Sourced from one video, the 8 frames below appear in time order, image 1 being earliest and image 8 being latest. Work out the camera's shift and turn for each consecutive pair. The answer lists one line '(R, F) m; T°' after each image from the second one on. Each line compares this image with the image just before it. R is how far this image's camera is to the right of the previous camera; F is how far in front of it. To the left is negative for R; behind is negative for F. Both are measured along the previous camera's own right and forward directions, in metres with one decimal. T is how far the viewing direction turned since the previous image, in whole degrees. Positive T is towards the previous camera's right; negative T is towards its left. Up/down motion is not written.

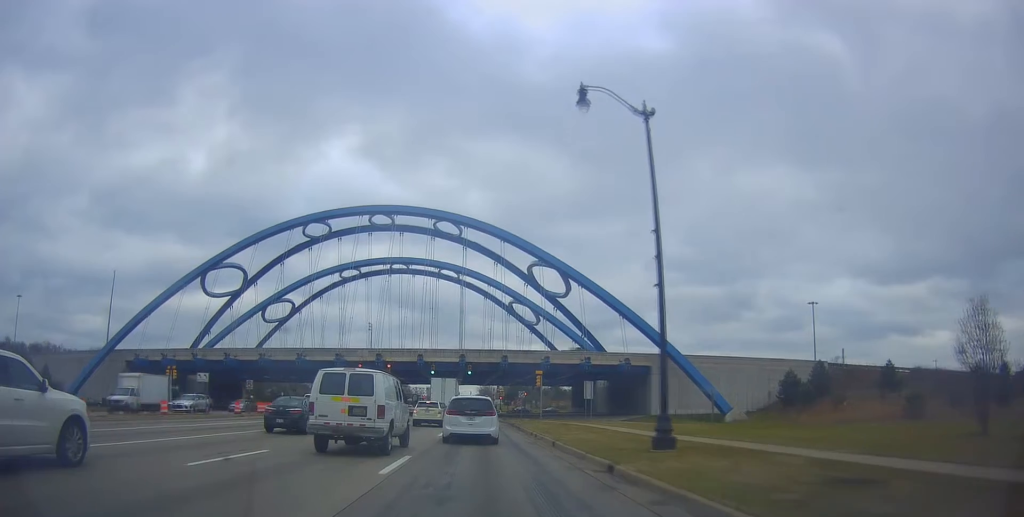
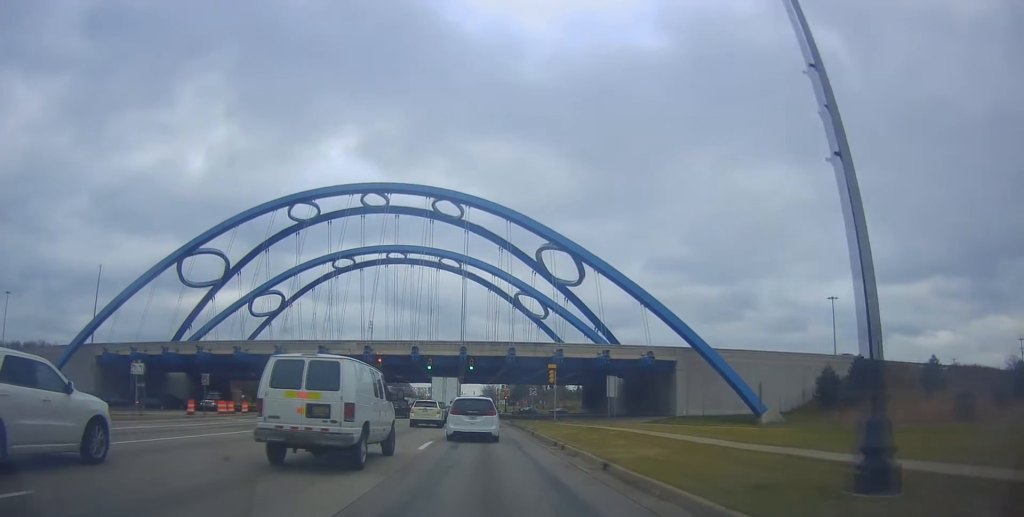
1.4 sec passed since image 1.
(-0.2, +7.4) m; +2°
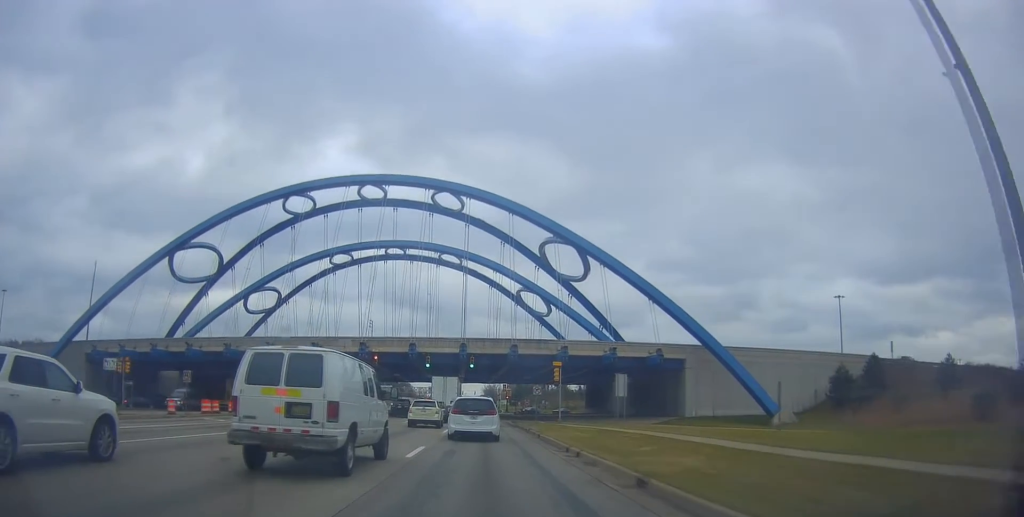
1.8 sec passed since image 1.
(+0.1, +2.6) m; +1°
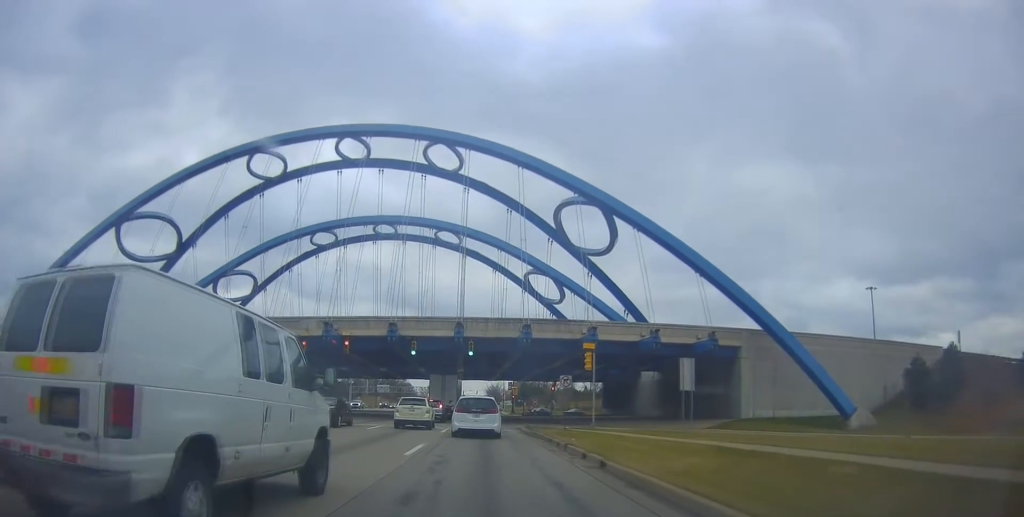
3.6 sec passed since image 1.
(+0.3, +13.4) m; +1°
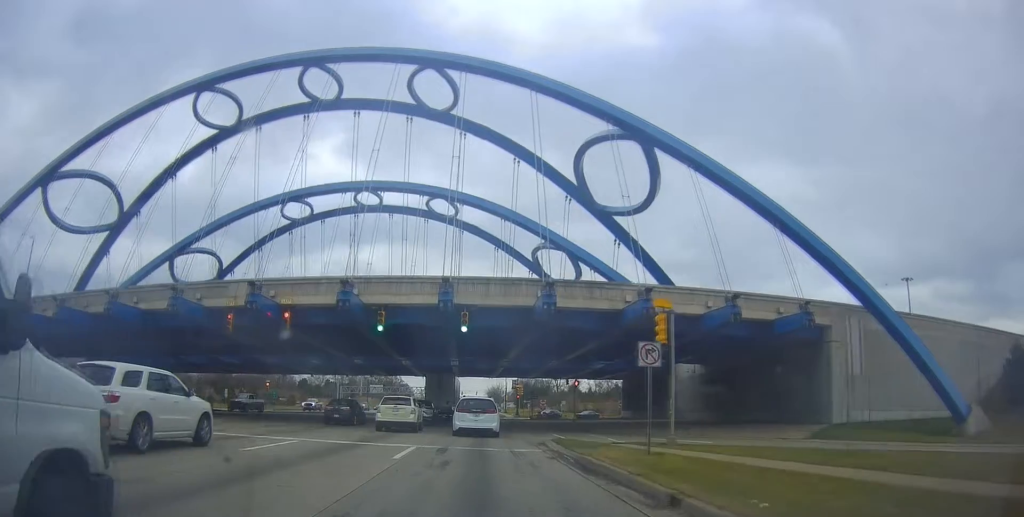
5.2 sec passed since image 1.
(0.0, +15.2) m; 0°
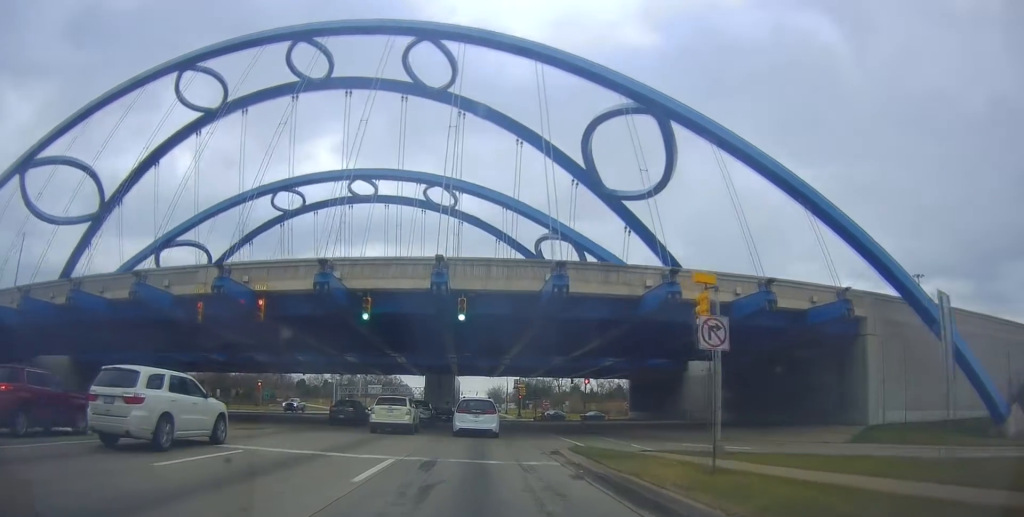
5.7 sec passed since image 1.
(0.0, +4.4) m; 0°
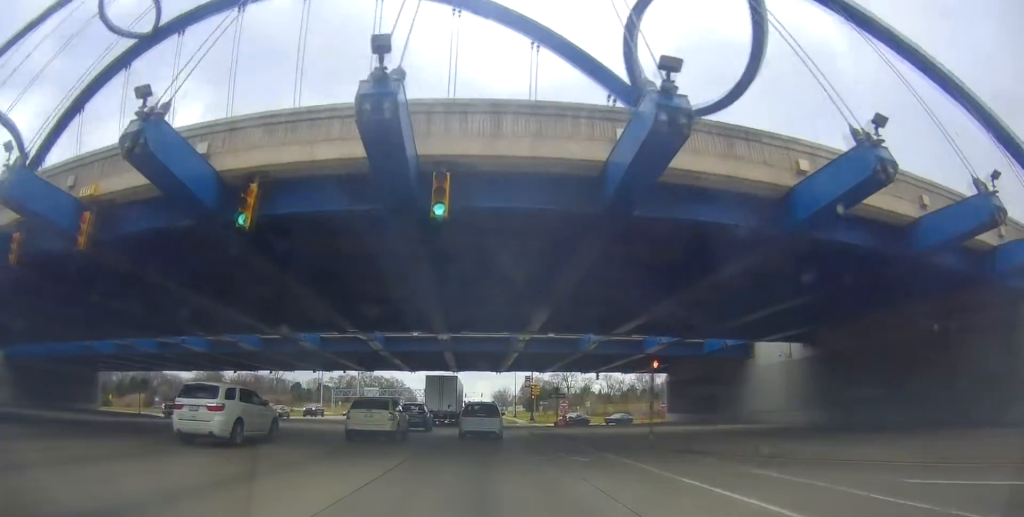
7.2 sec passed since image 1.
(0.0, +15.7) m; 0°
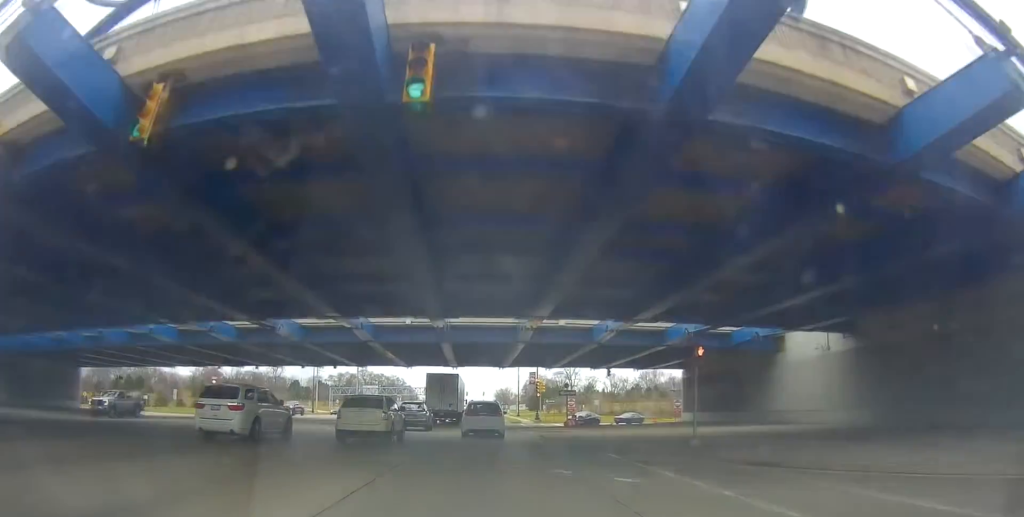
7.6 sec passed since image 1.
(0.0, +5.1) m; 0°
